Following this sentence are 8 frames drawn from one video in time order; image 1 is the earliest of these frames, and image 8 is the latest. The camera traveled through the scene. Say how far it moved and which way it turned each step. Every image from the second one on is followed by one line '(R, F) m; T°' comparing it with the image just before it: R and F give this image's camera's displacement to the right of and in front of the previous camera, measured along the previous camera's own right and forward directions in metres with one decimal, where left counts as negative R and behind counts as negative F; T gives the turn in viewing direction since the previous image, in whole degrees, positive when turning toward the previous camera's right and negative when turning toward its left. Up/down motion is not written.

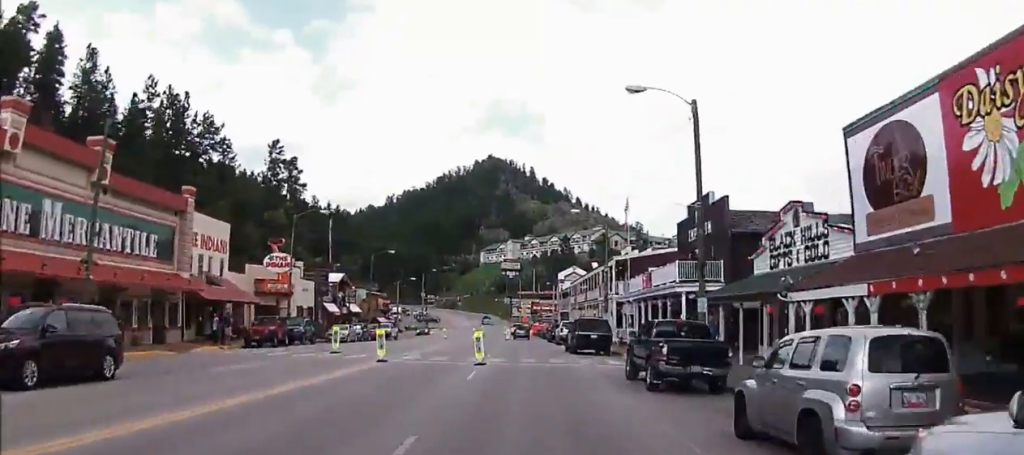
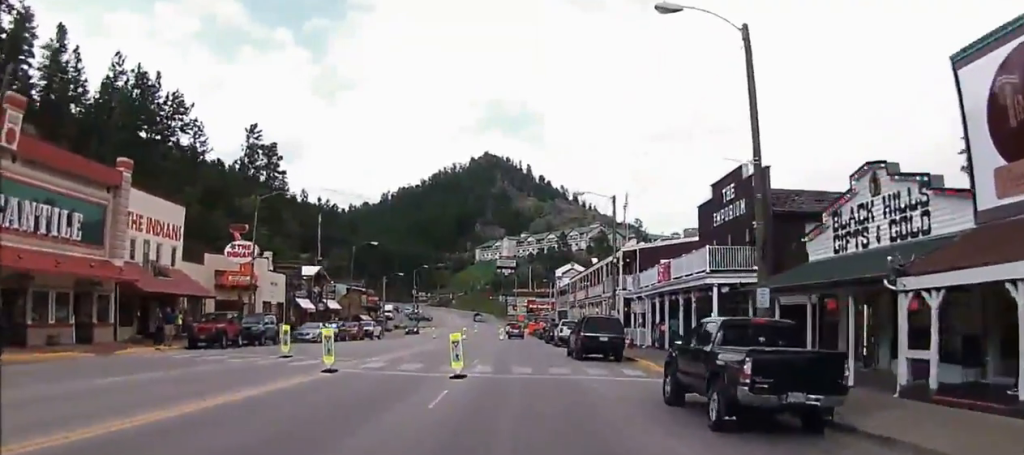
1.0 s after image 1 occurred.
(0.0, +6.2) m; +1°
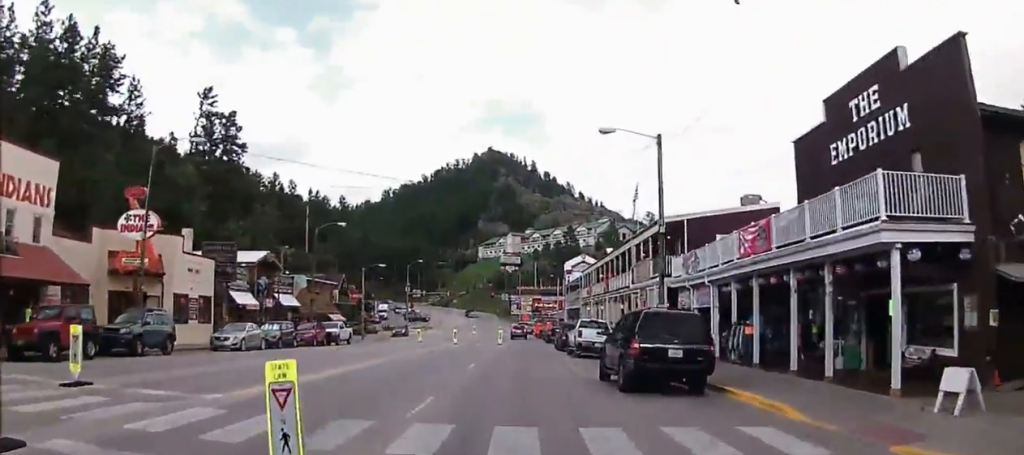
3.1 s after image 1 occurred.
(+0.6, +13.4) m; +1°
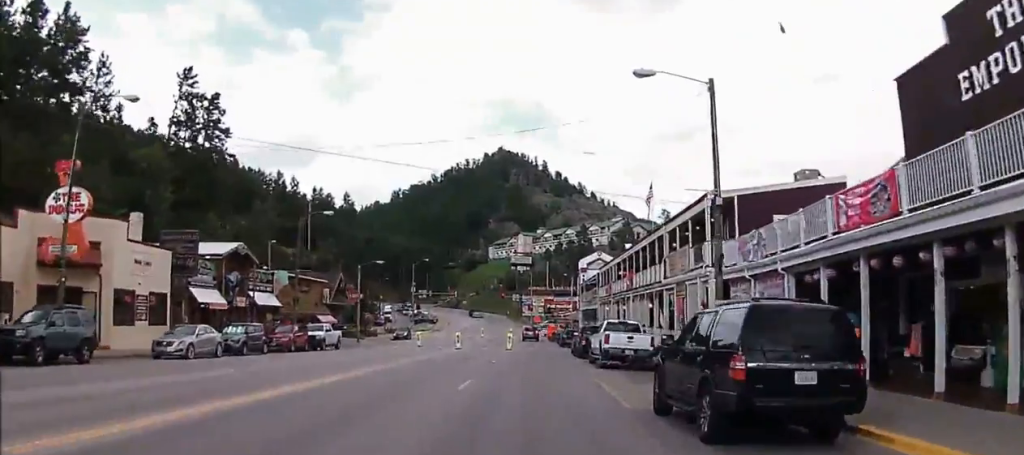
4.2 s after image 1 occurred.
(-0.3, +6.7) m; -3°
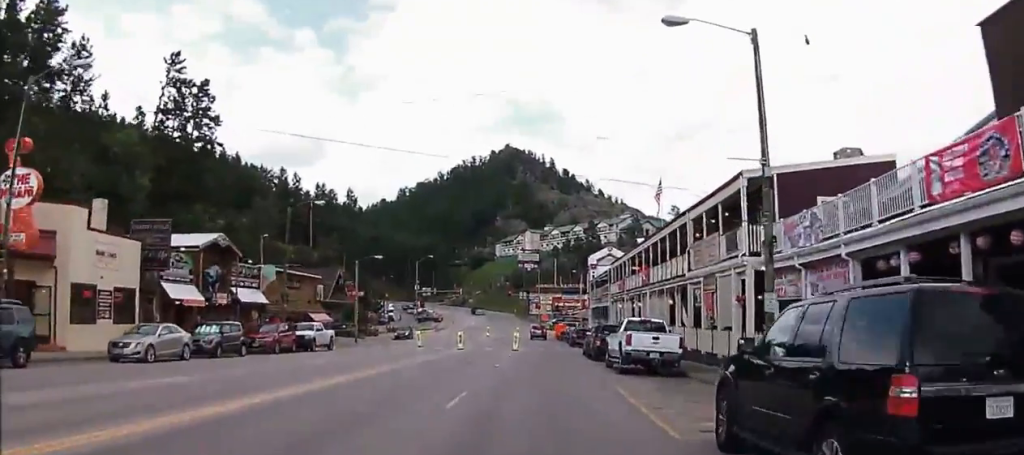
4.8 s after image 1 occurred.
(-0.1, +3.8) m; 0°
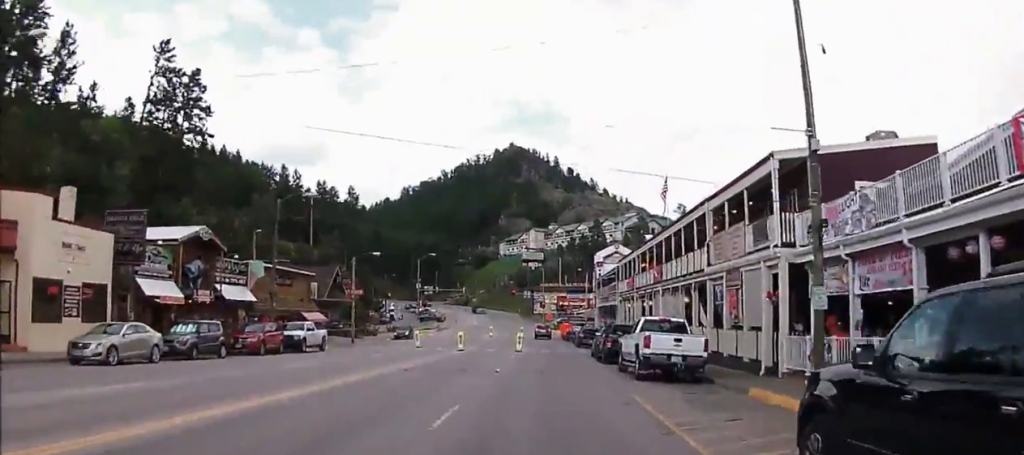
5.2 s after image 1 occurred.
(+0.1, +2.7) m; +1°
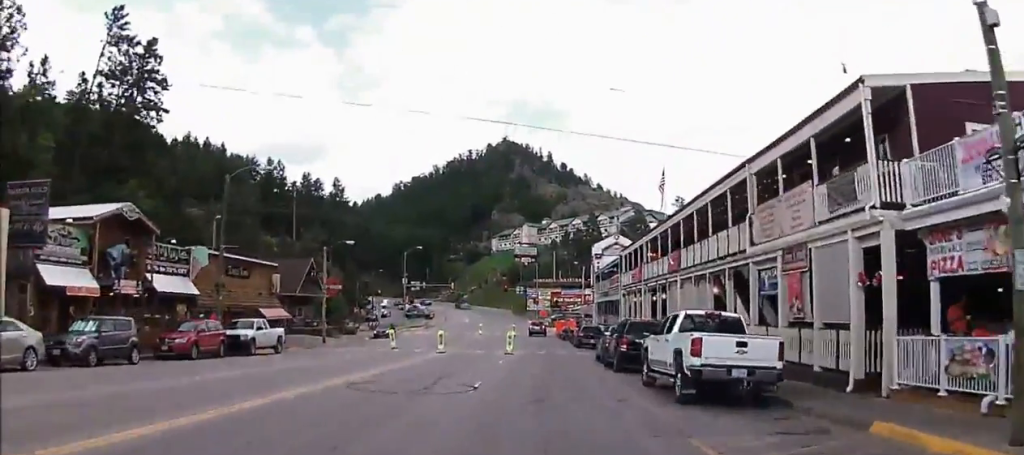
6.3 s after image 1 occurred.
(+0.1, +6.7) m; +1°
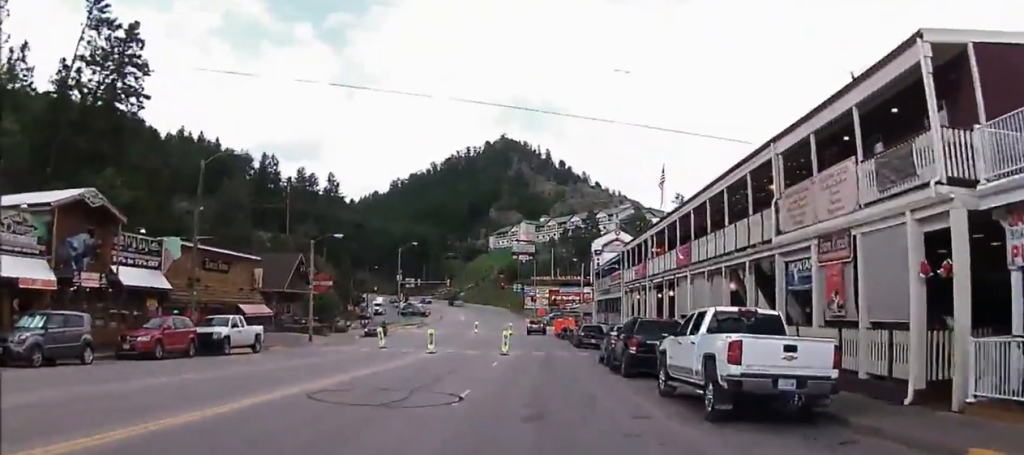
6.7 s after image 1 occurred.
(0.0, +2.7) m; 0°
